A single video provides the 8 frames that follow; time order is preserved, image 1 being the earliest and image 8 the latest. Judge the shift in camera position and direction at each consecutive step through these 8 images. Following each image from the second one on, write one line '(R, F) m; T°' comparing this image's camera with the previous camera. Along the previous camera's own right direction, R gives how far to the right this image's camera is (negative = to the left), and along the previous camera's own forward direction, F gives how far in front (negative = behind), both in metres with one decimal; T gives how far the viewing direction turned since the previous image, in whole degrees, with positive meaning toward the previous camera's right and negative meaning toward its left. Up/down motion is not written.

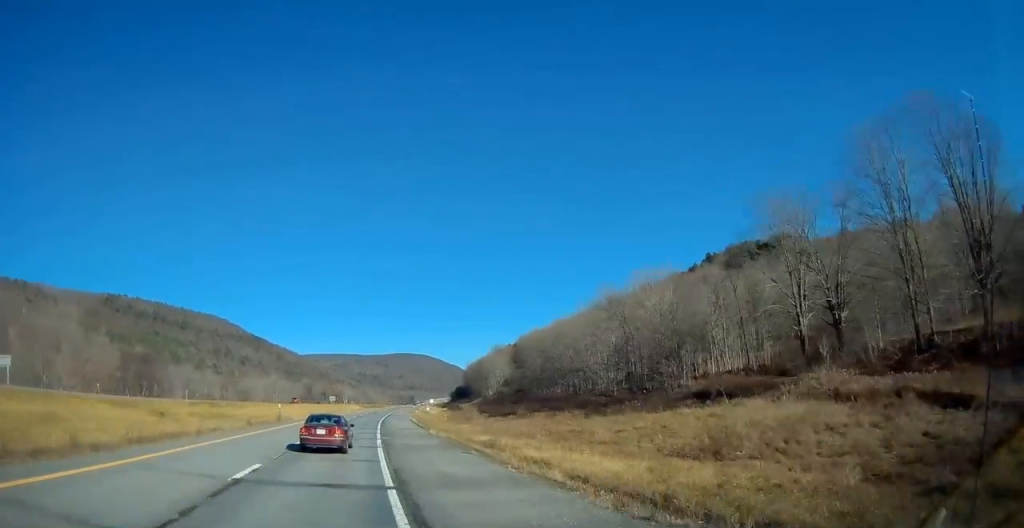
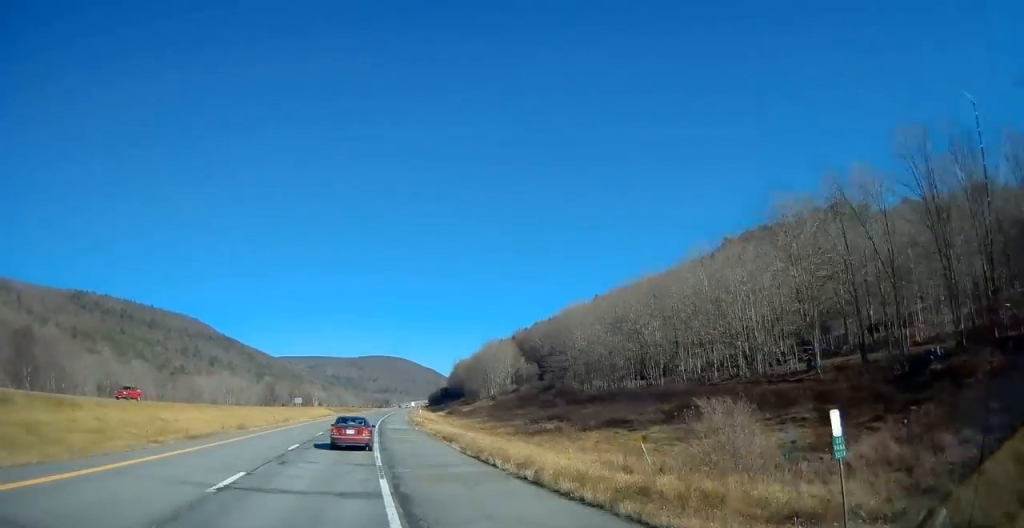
(+1.3, +49.3) m; +3°
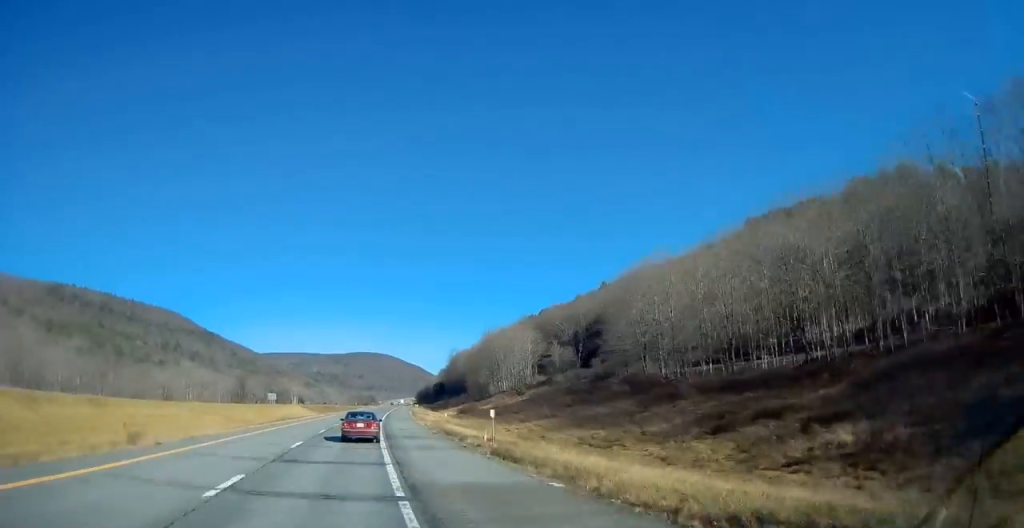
(+0.3, +37.3) m; +1°
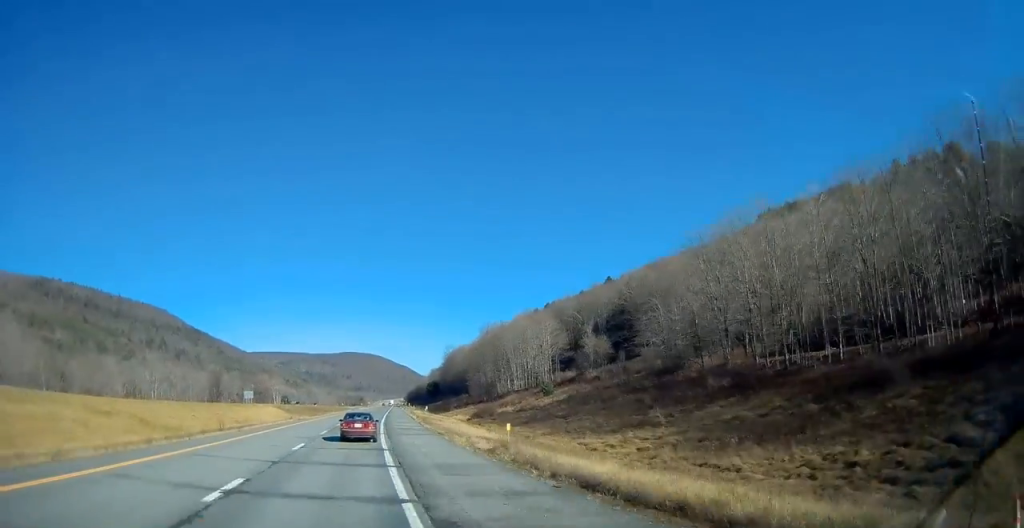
(+0.4, +24.2) m; +2°
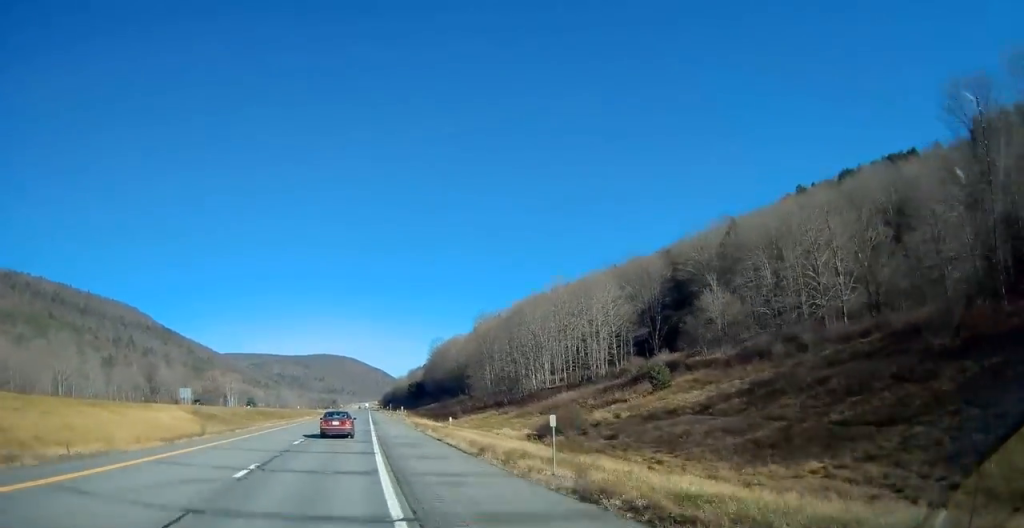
(+1.1, +44.3) m; +3°
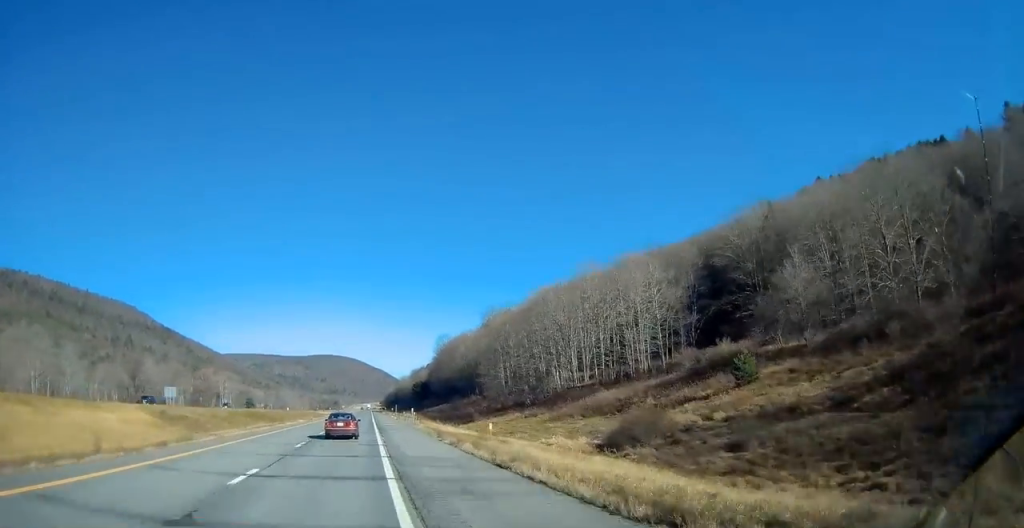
(+0.1, +13.1) m; 0°
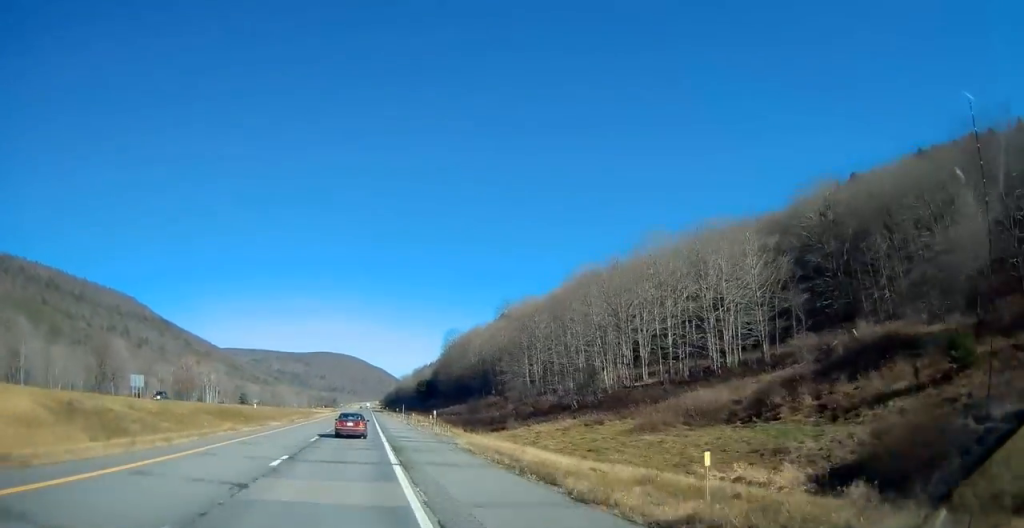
(+0.1, +20.2) m; 0°
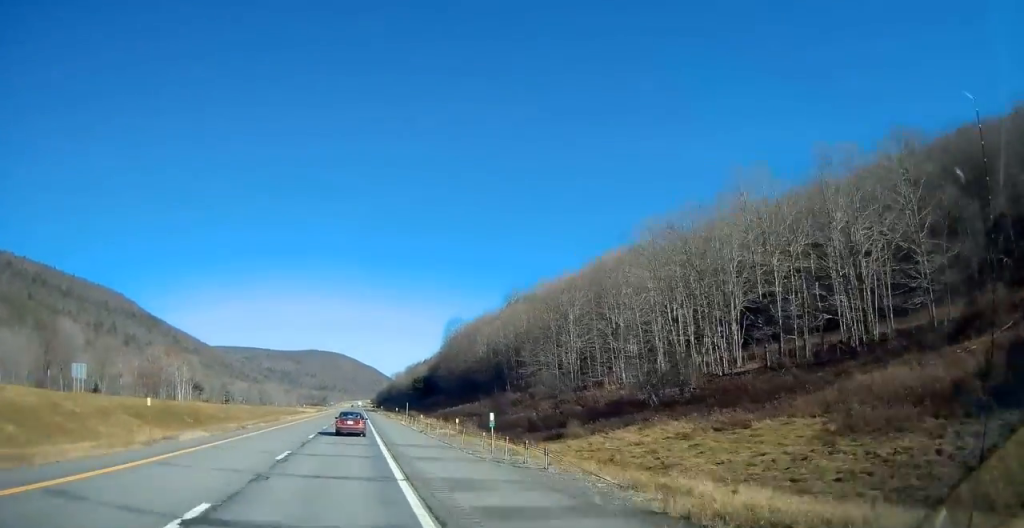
(-0.3, +22.2) m; 0°
